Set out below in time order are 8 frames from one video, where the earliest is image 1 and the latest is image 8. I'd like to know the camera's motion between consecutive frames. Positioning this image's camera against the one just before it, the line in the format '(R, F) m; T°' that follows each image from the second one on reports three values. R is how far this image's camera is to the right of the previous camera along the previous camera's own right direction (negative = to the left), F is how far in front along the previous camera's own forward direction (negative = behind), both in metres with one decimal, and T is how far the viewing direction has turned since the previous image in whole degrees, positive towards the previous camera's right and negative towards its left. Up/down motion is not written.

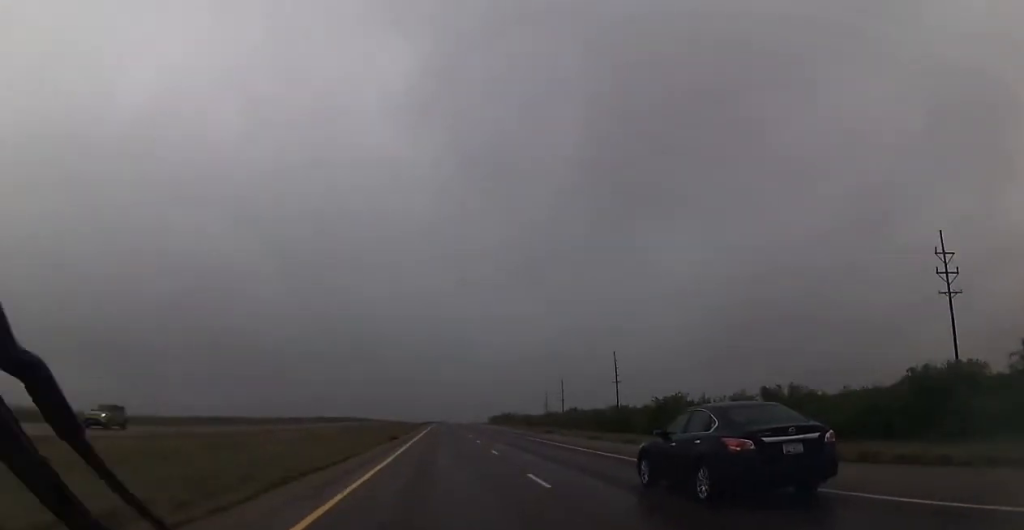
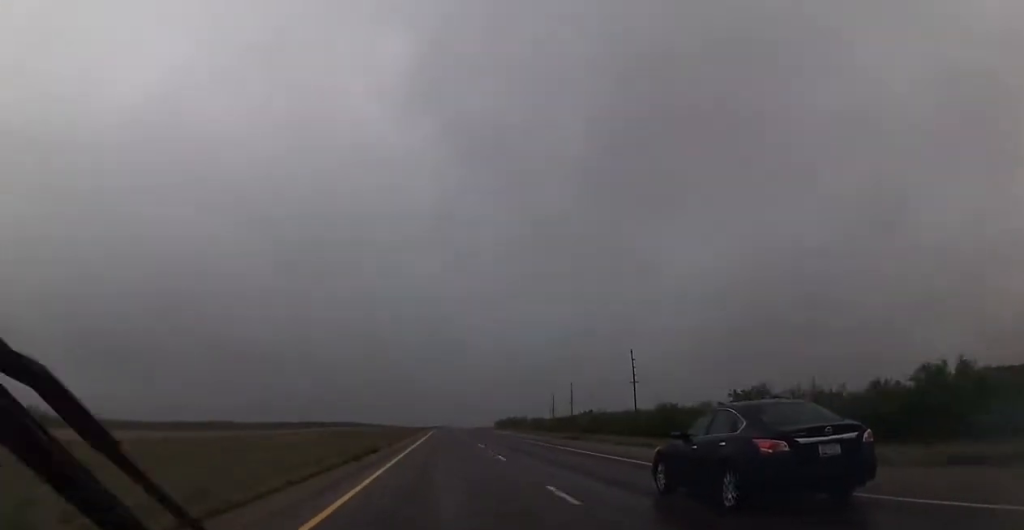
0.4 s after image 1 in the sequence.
(+0.2, +14.5) m; 0°
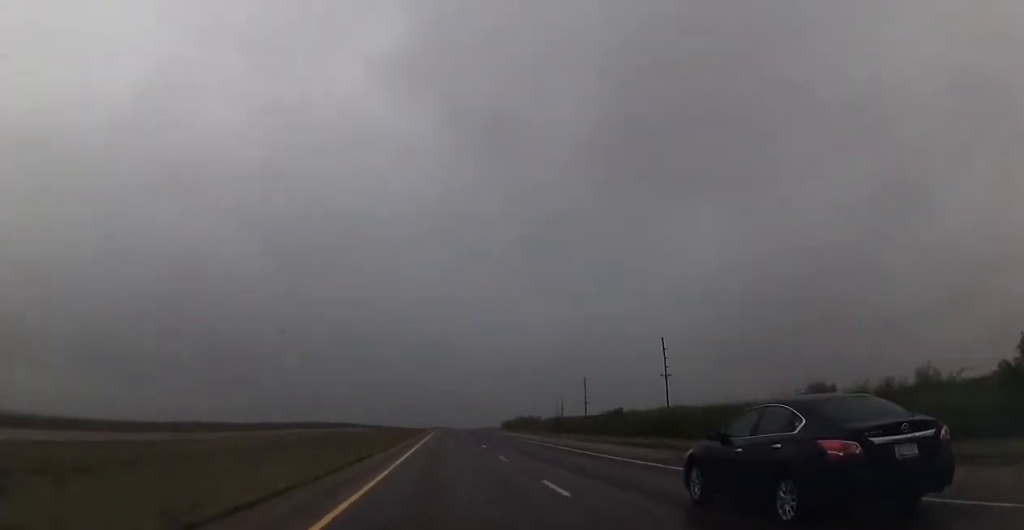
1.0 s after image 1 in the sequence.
(+0.2, +23.0) m; 0°
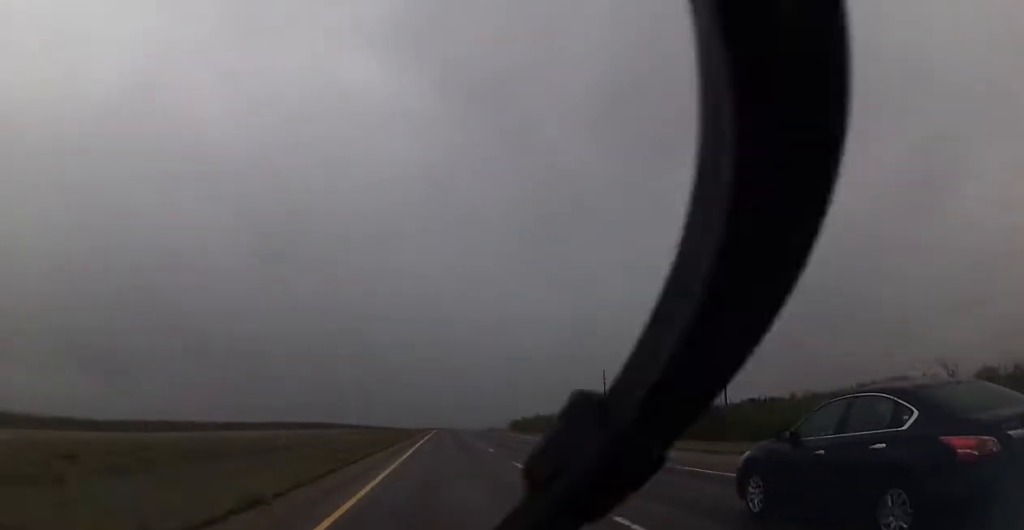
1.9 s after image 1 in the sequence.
(-0.4, +30.2) m; 0°
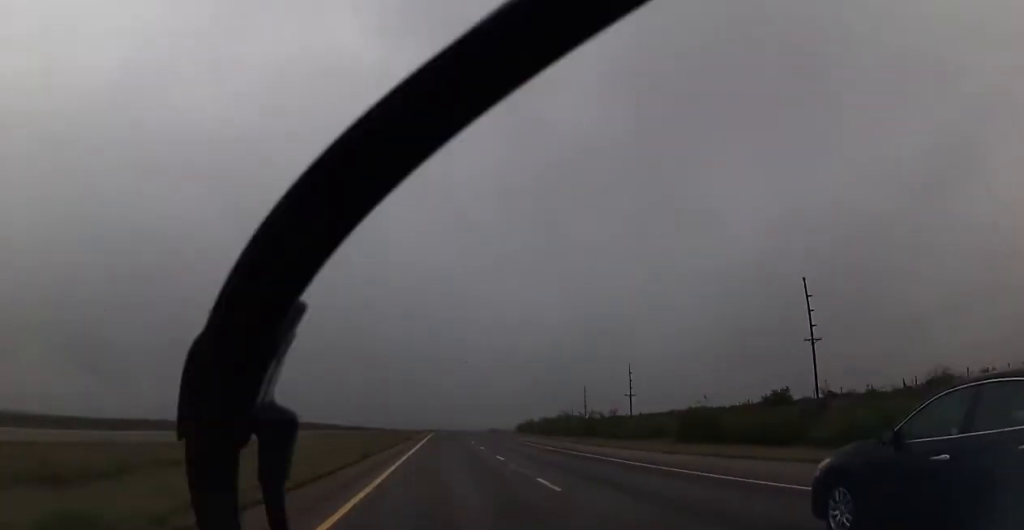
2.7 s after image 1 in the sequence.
(+0.4, +29.1) m; 0°
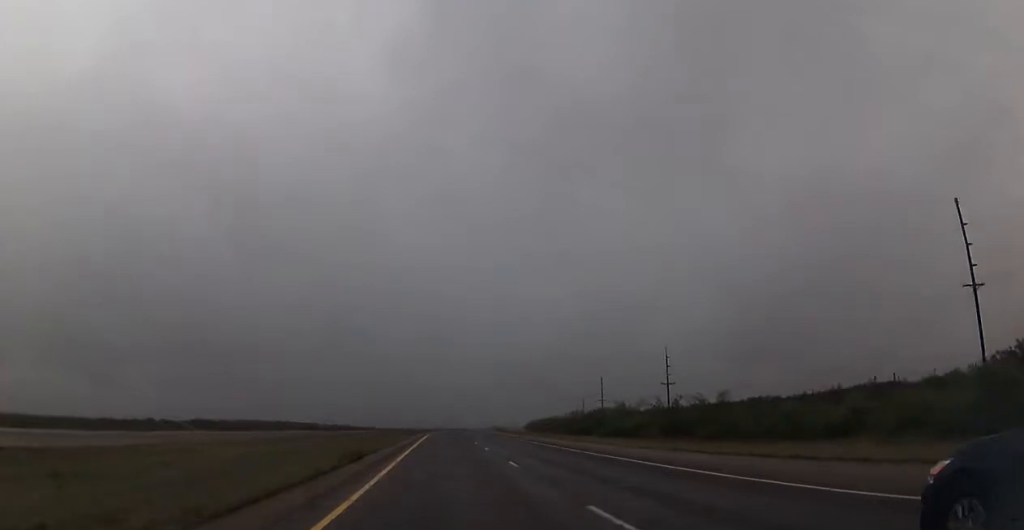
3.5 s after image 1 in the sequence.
(-0.2, +30.3) m; 0°
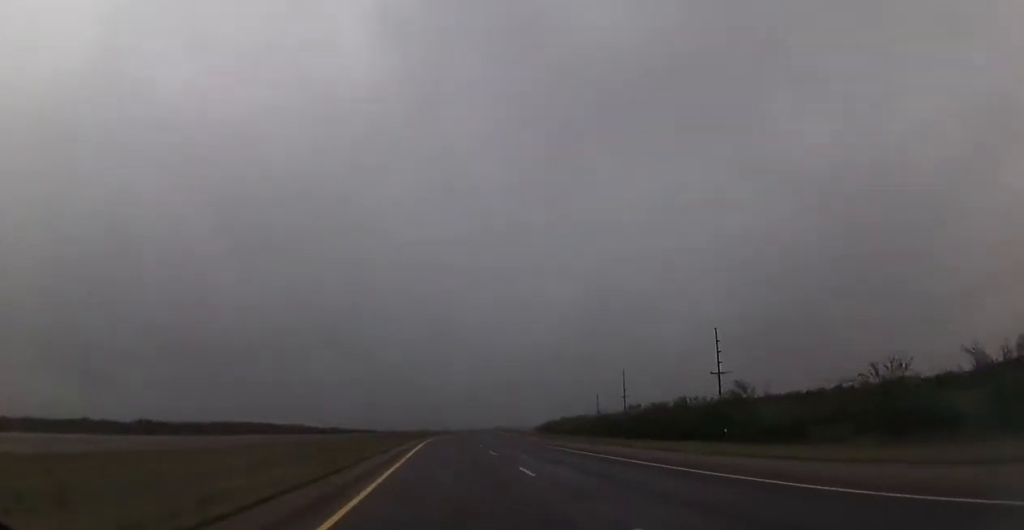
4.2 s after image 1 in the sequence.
(-0.1, +26.8) m; 0°
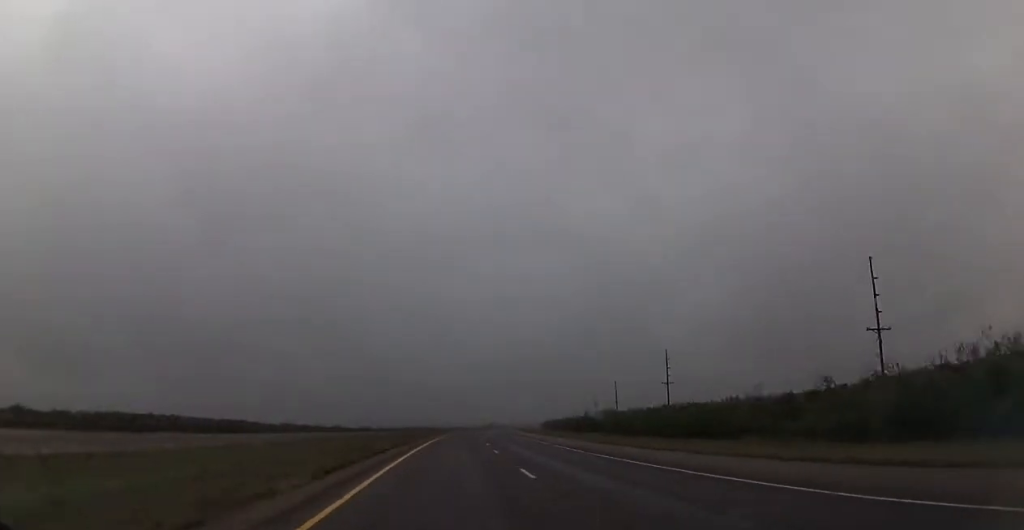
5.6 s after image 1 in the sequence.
(+0.1, +50.1) m; +1°
